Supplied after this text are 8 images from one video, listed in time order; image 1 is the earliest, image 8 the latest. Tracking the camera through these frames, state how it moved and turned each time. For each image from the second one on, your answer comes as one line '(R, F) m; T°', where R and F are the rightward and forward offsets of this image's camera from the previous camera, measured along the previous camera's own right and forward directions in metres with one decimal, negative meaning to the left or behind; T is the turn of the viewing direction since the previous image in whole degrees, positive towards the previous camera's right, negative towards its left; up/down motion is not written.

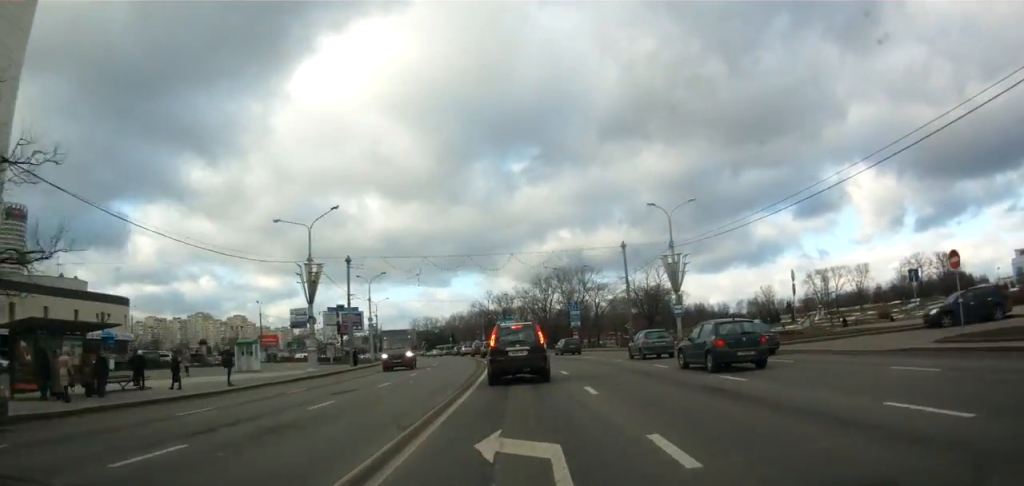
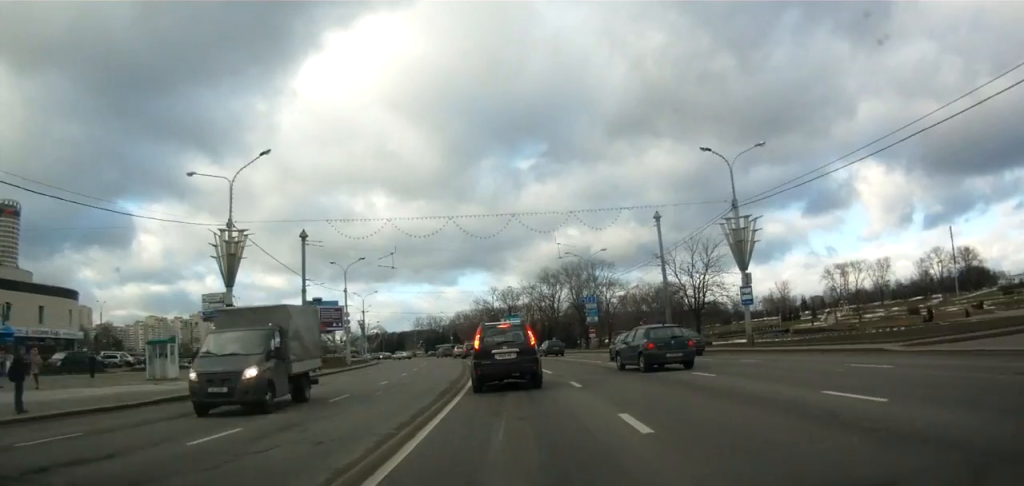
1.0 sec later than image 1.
(-0.4, +13.3) m; 0°
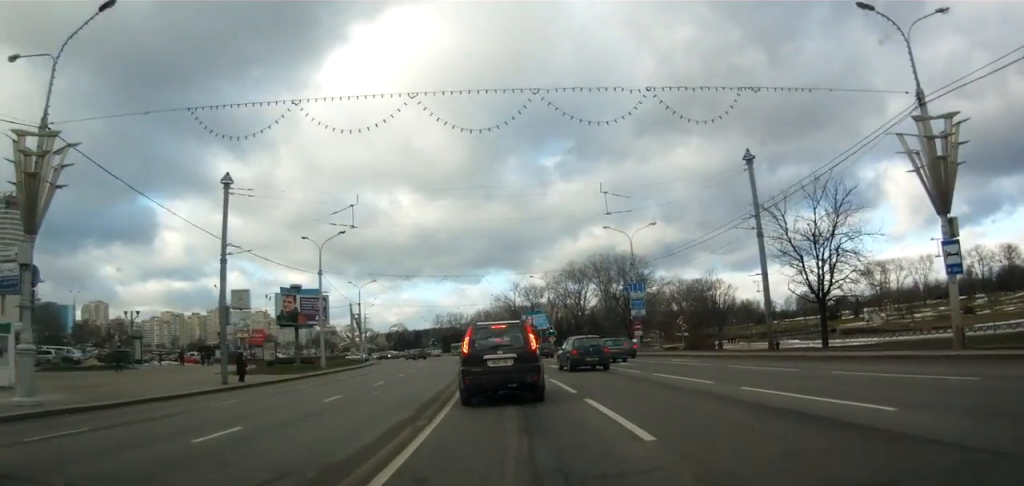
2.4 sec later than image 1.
(+0.7, +15.8) m; +3°
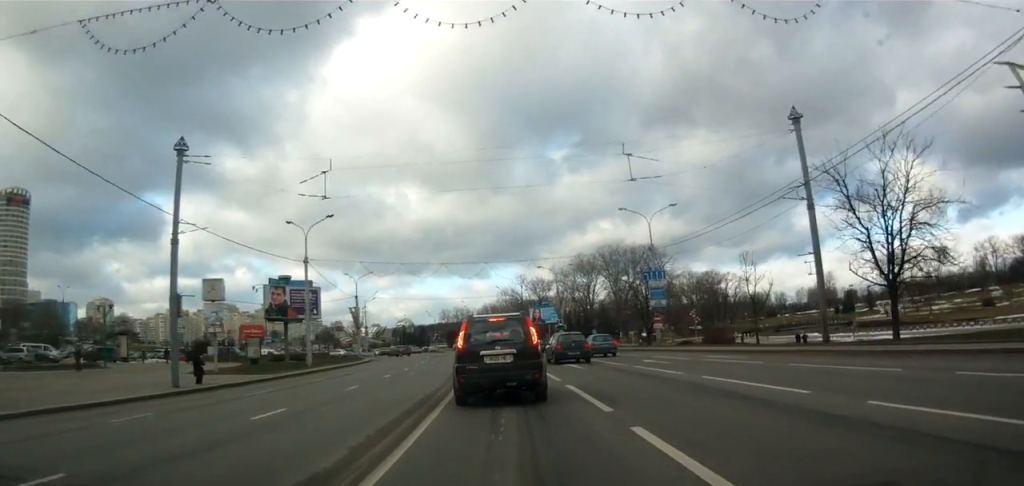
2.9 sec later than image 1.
(-0.1, +5.3) m; -2°
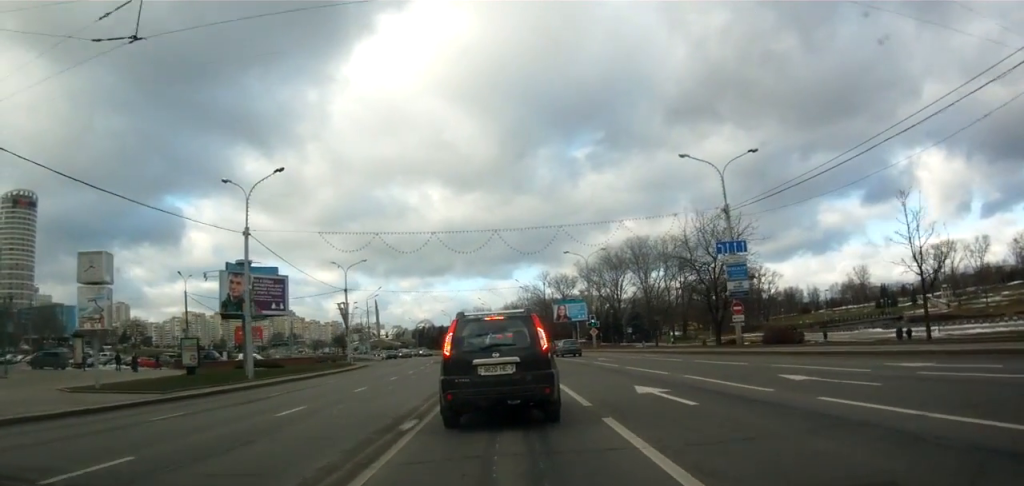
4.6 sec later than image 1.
(-0.8, +15.1) m; -5°
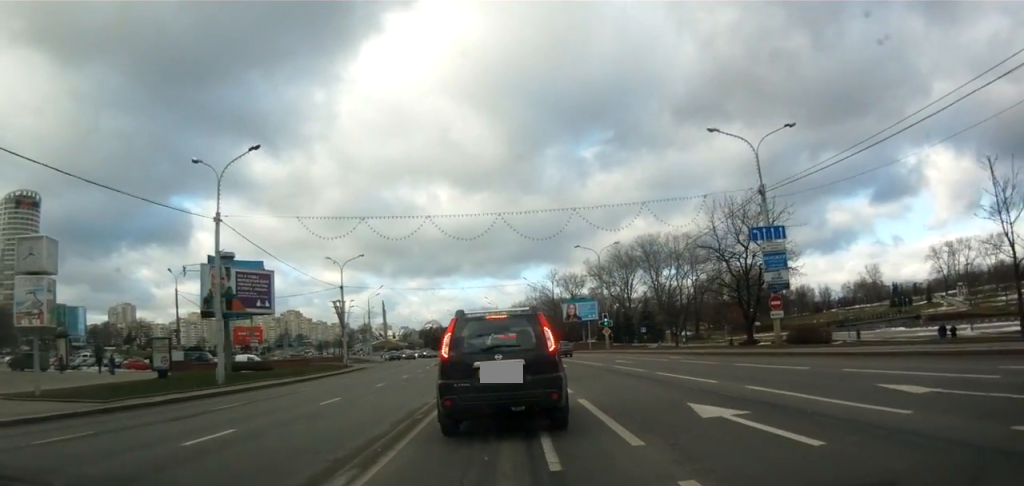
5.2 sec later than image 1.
(-0.1, +4.9) m; -1°
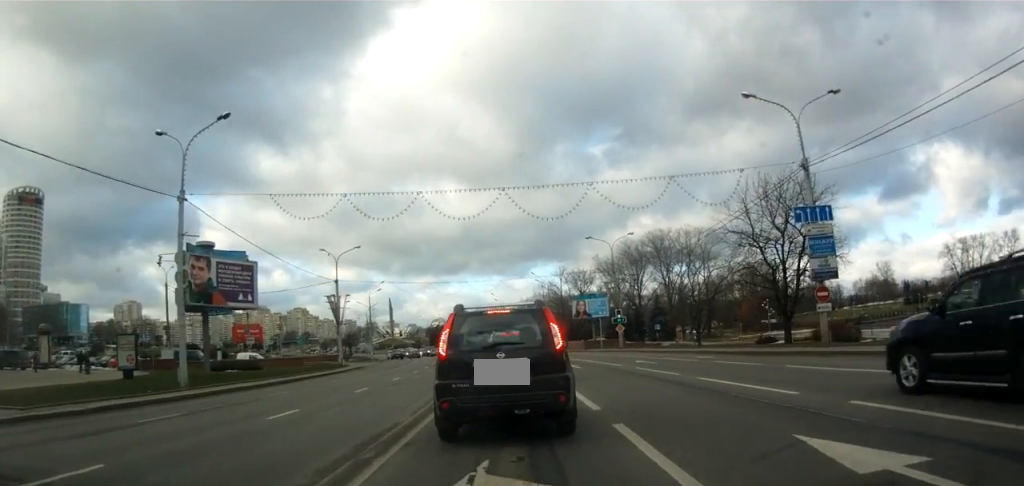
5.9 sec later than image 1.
(0.0, +4.5) m; -1°
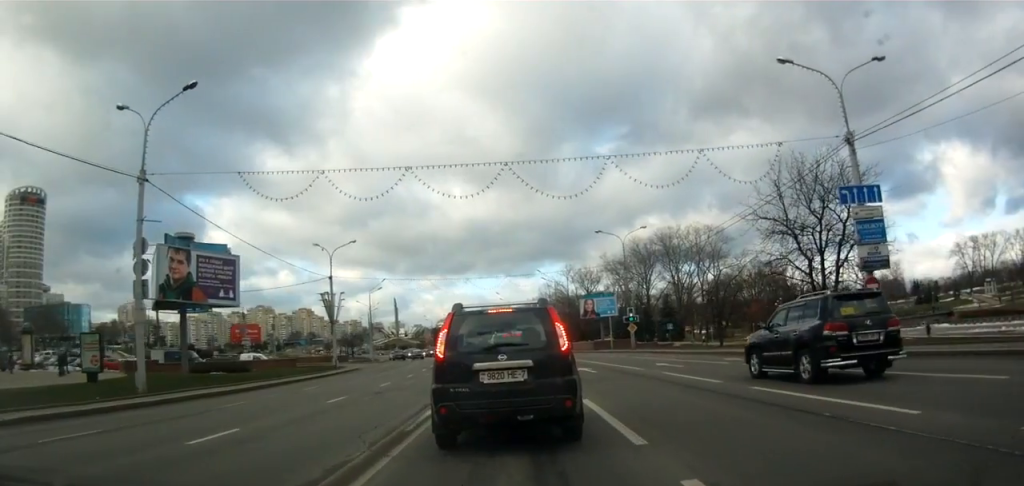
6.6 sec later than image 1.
(0.0, +3.9) m; 0°
